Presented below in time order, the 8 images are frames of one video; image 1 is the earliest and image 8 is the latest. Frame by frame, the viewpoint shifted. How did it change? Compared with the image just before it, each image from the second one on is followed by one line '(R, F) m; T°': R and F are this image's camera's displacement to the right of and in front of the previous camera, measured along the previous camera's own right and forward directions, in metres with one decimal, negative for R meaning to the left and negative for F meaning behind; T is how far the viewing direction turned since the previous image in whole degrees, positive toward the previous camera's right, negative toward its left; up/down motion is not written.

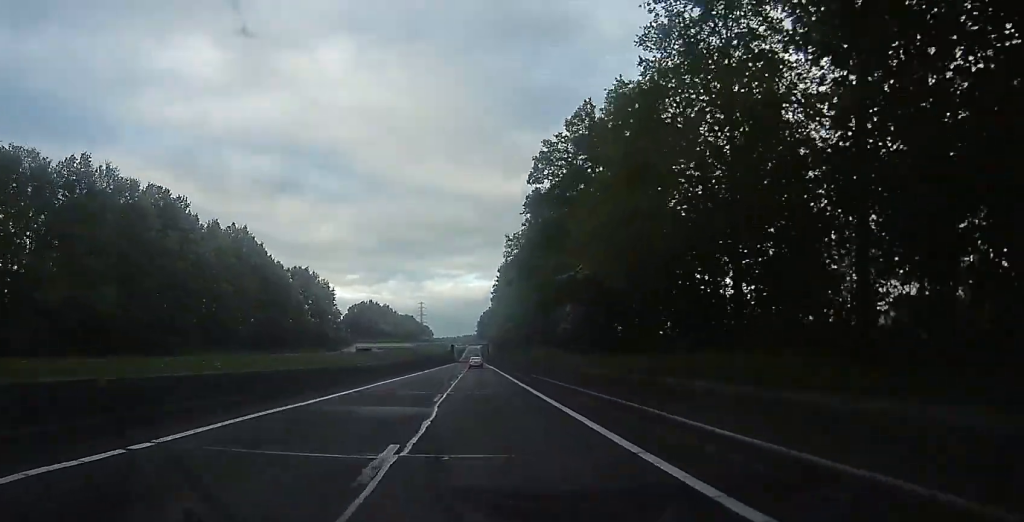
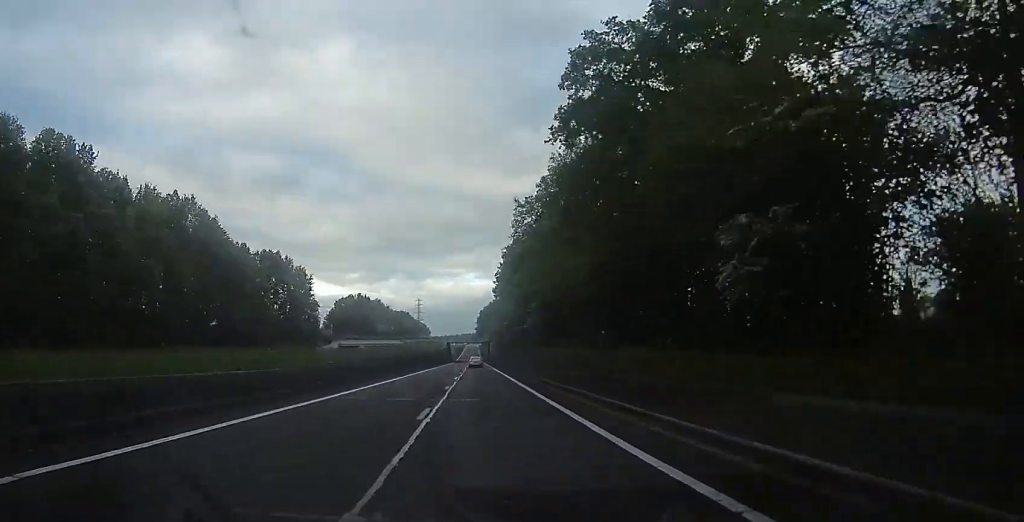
(-0.2, +17.2) m; -1°
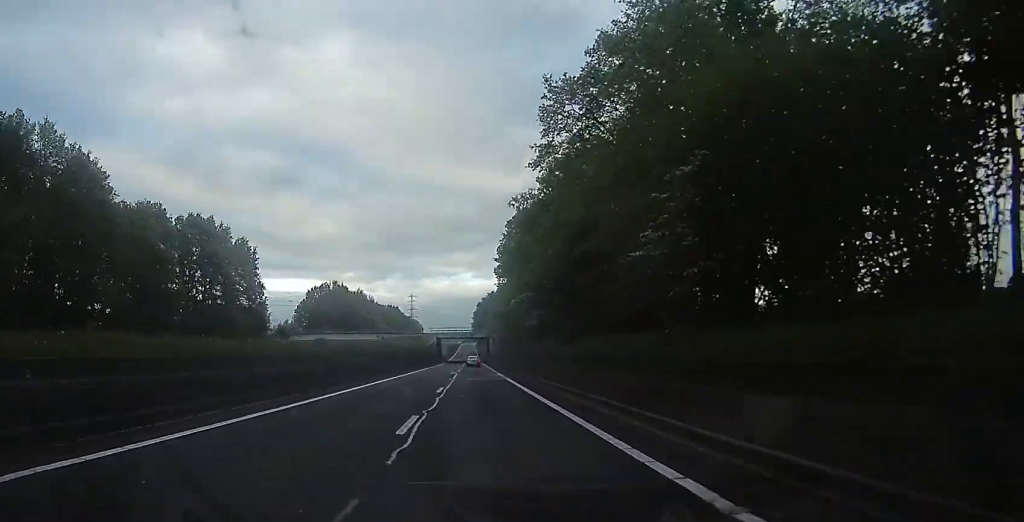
(-0.6, +26.4) m; -1°
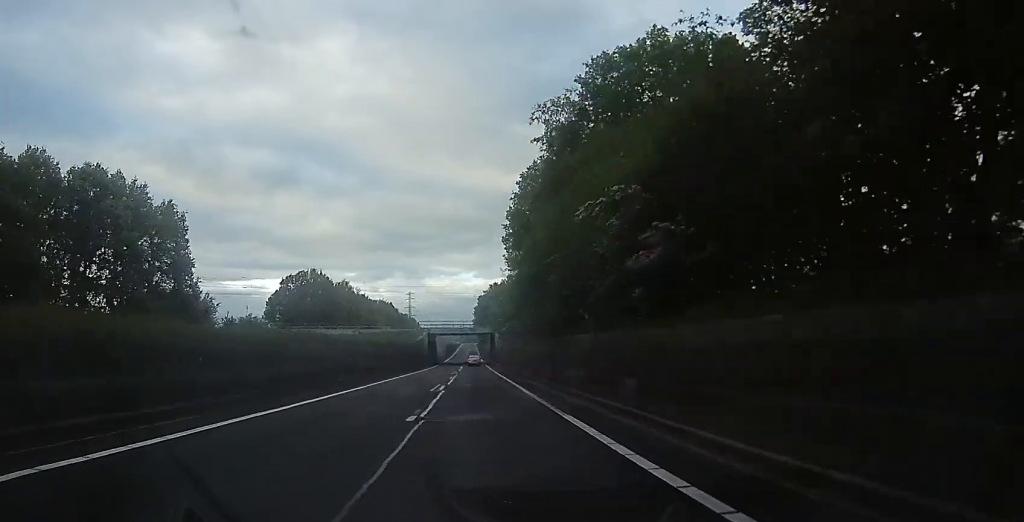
(0.0, +21.8) m; 0°
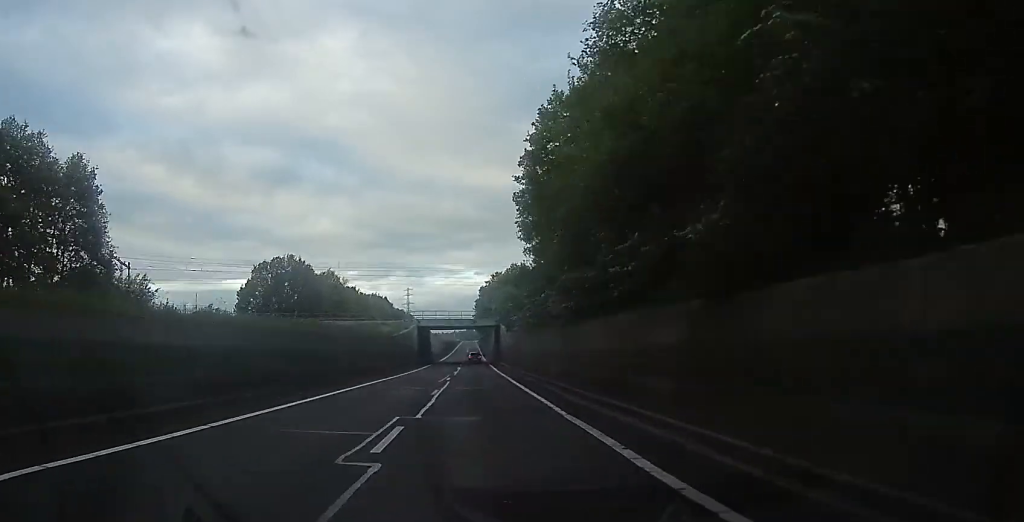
(-0.1, +16.4) m; +1°
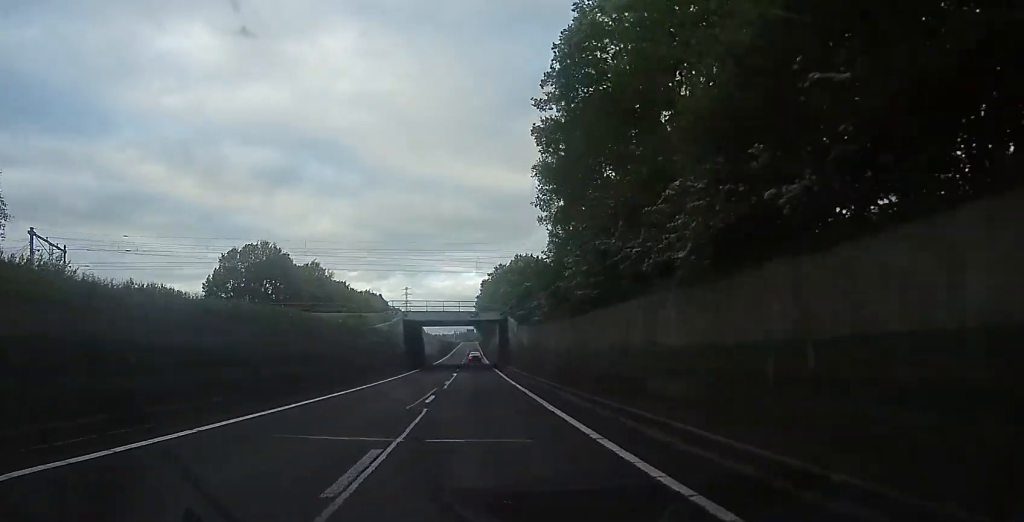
(+0.2, +14.5) m; 0°
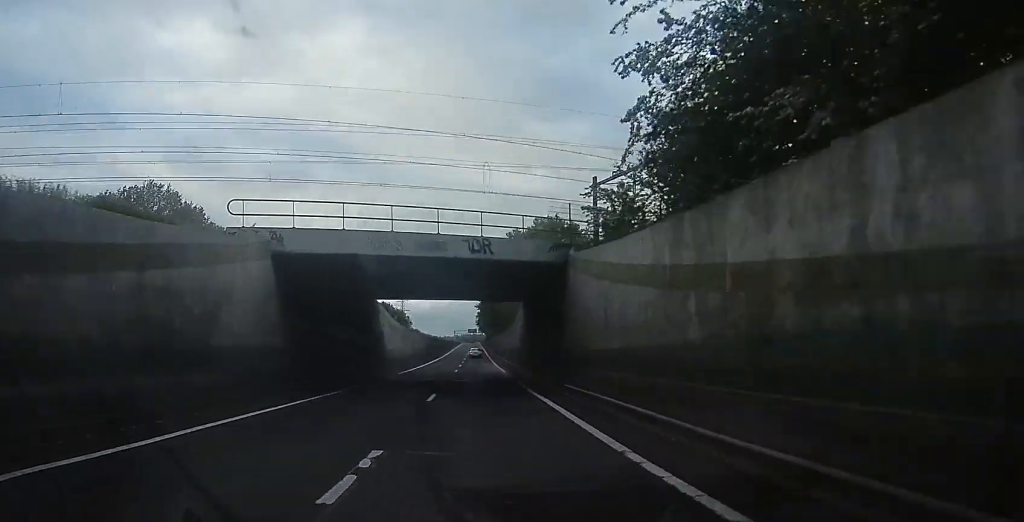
(+0.1, +36.3) m; -1°
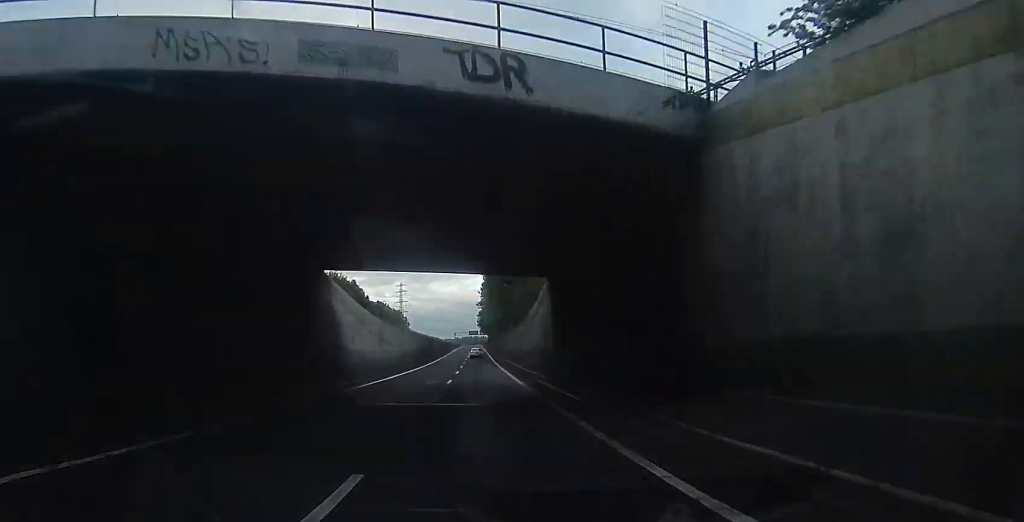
(-0.2, +13.7) m; -1°
